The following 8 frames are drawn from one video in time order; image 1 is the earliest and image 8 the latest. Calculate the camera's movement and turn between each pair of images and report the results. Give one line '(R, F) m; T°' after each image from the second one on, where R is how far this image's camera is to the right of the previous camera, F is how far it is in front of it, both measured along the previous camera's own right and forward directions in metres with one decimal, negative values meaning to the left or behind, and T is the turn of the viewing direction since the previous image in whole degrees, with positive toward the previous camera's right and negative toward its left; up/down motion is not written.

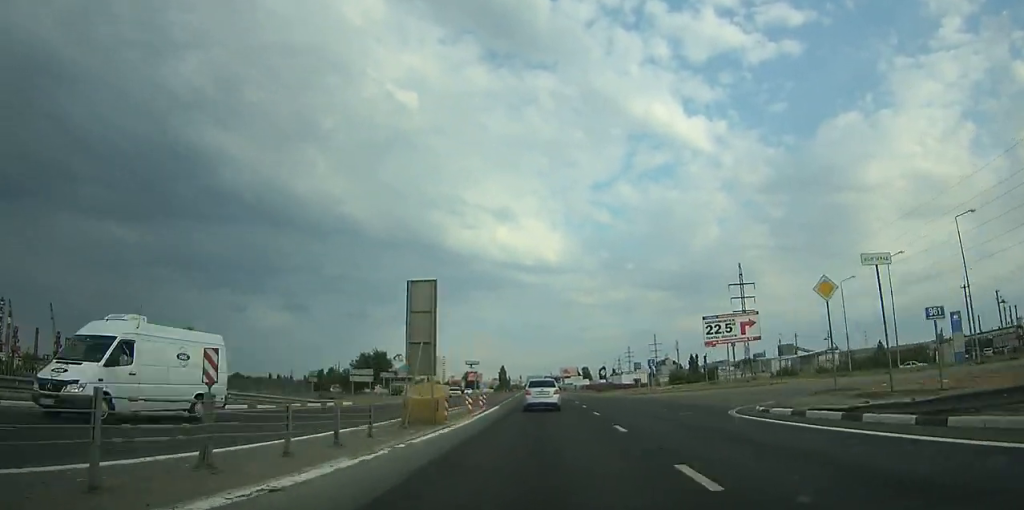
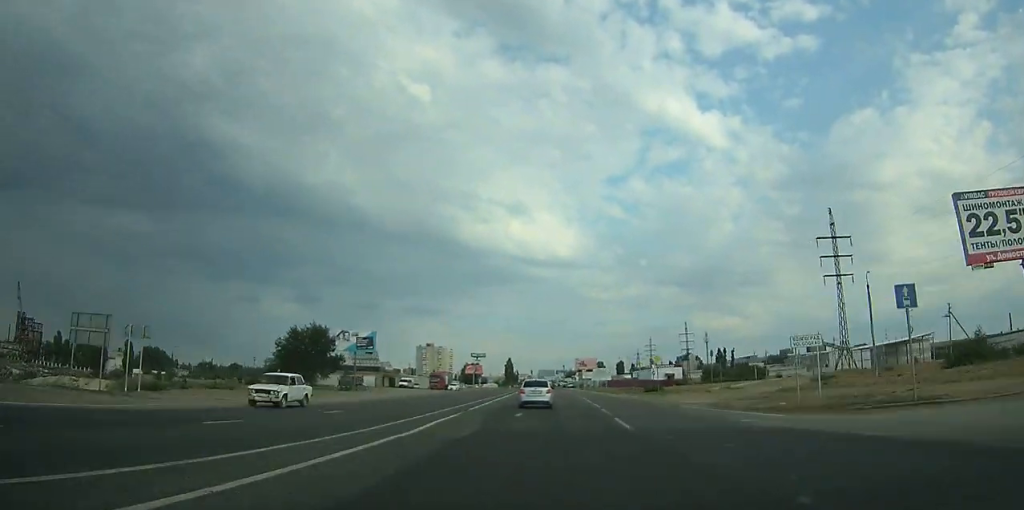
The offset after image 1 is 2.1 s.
(-0.2, +42.0) m; -1°
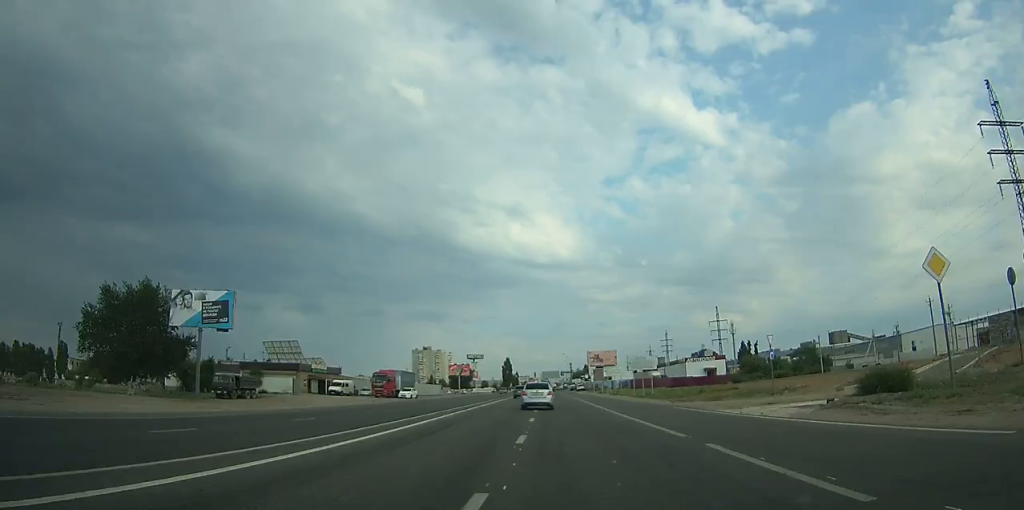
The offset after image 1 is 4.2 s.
(-0.2, +41.4) m; -1°
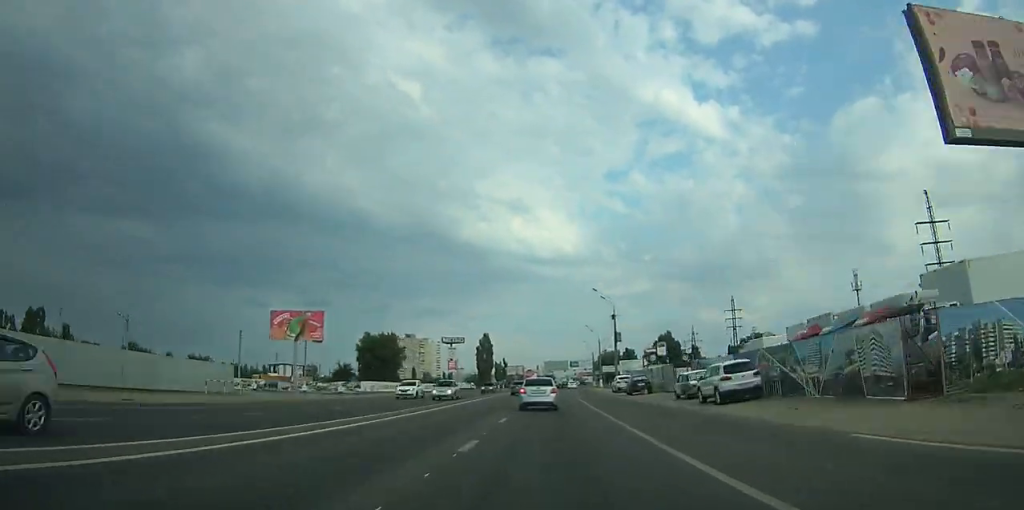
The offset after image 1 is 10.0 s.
(-0.7, +106.5) m; 0°
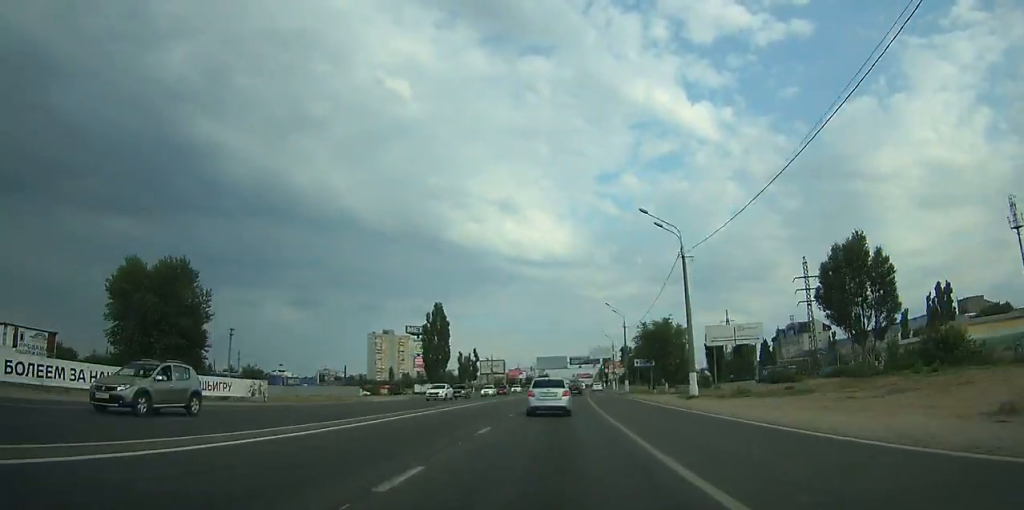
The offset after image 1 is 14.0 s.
(+0.8, +64.6) m; +2°
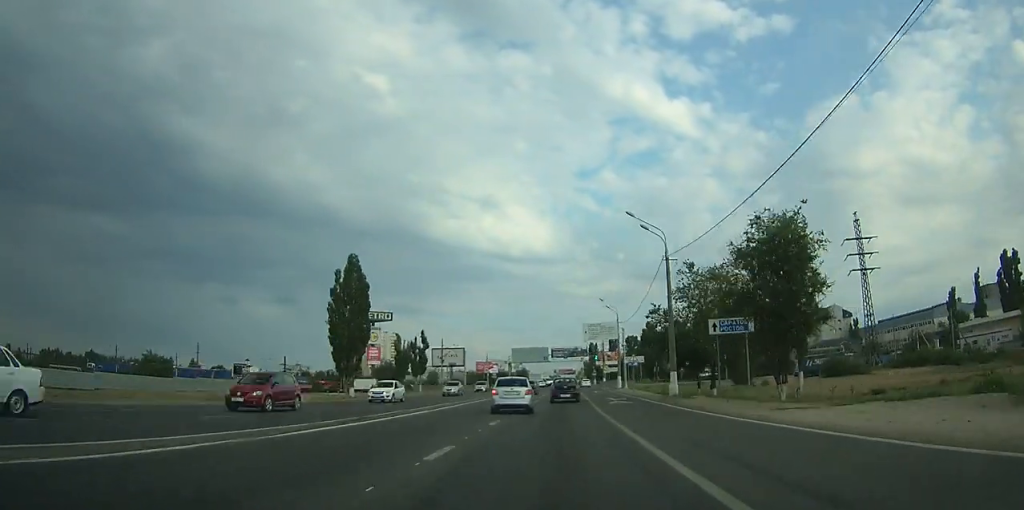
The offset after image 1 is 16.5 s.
(+0.4, +33.6) m; +1°
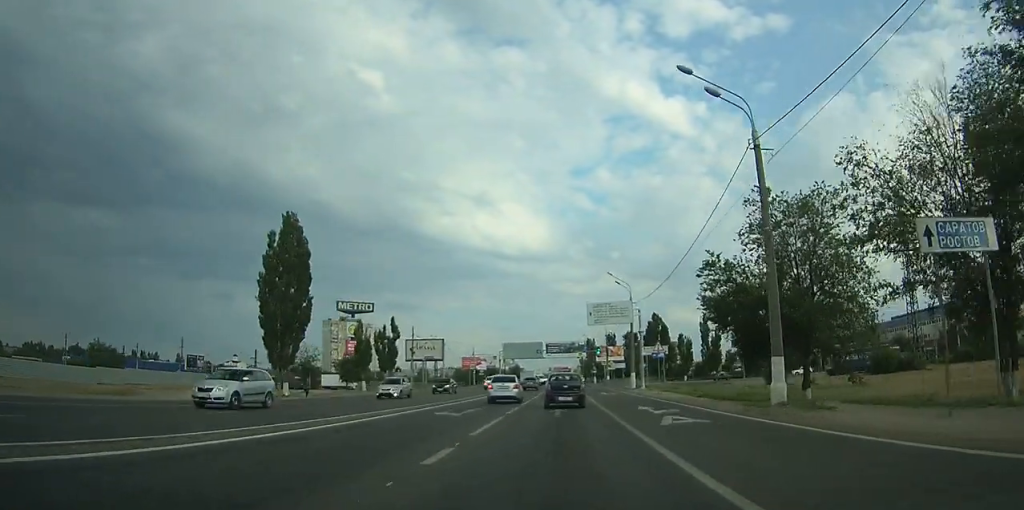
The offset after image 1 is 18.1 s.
(+0.1, +18.0) m; 0°
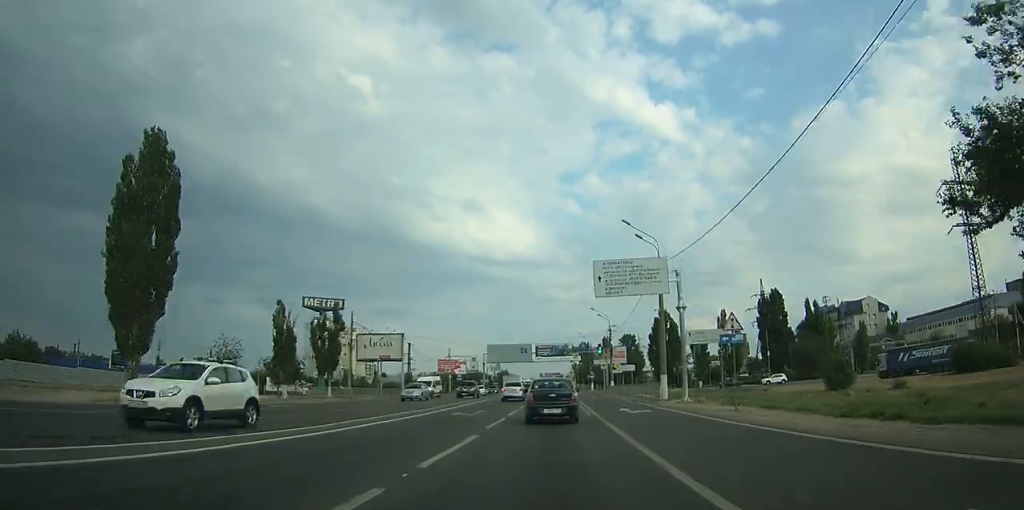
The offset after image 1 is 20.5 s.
(+0.1, +23.5) m; +1°
